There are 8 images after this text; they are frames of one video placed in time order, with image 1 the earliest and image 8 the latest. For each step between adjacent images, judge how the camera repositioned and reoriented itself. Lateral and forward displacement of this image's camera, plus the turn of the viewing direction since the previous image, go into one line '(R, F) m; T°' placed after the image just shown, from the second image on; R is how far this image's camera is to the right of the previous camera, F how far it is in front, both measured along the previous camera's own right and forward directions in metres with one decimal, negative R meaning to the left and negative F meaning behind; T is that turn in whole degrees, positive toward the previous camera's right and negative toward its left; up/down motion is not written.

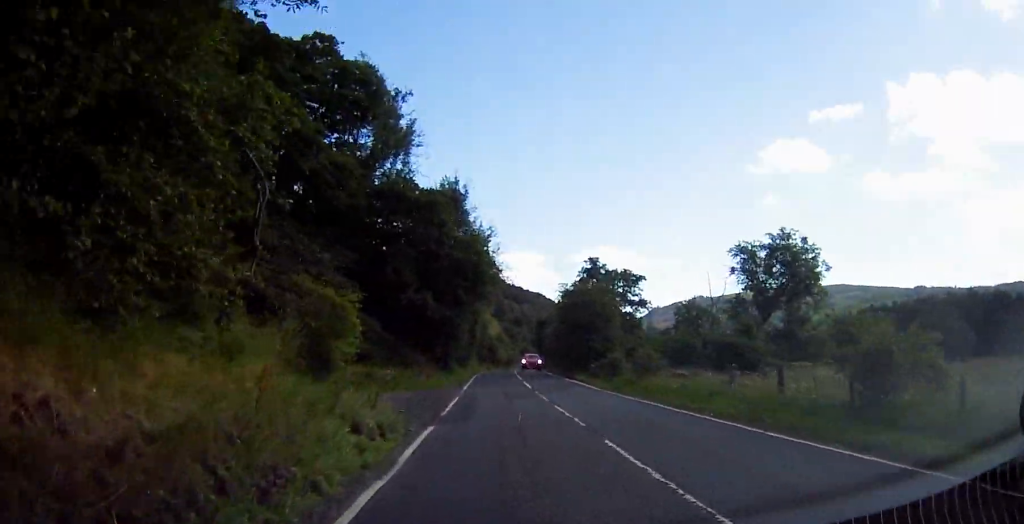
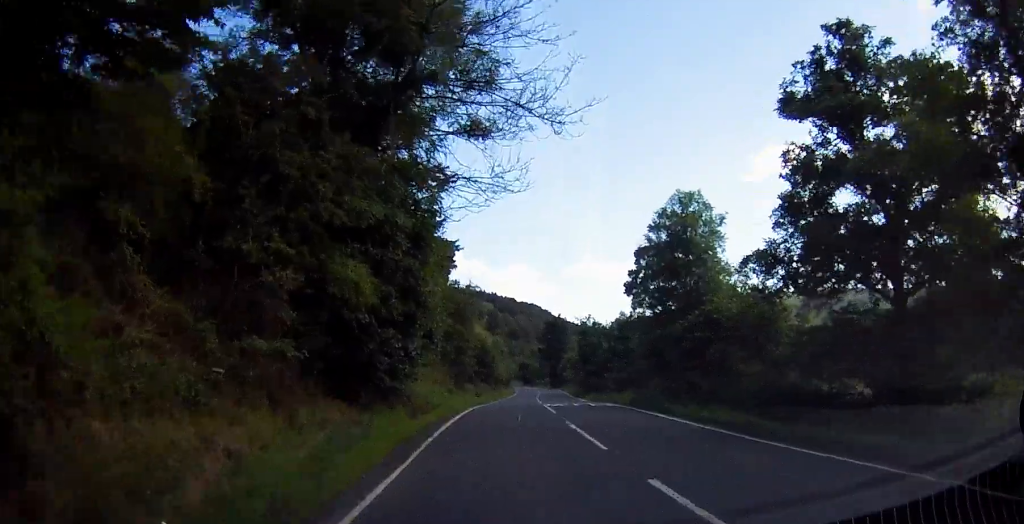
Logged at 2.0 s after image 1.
(-0.1, +41.4) m; +1°
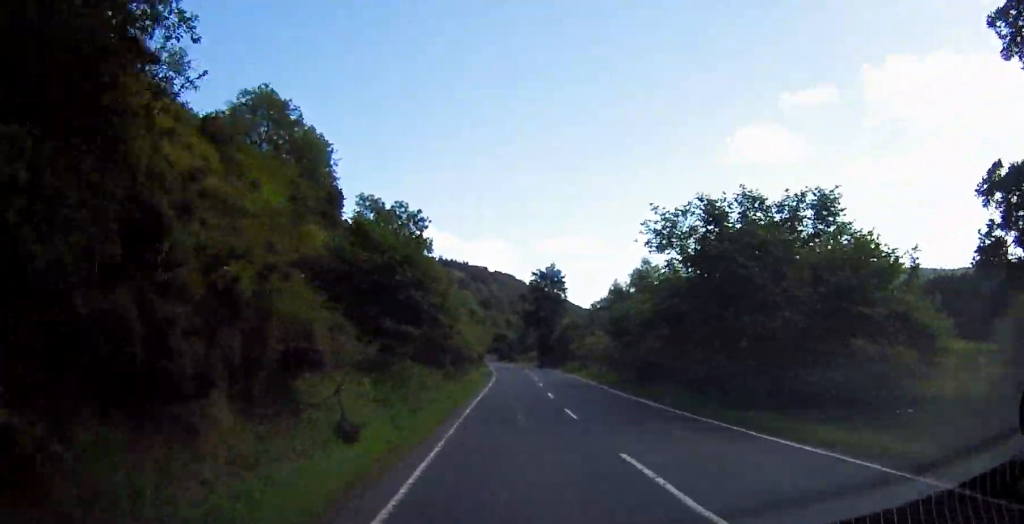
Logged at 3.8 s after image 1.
(-0.7, +34.6) m; -1°
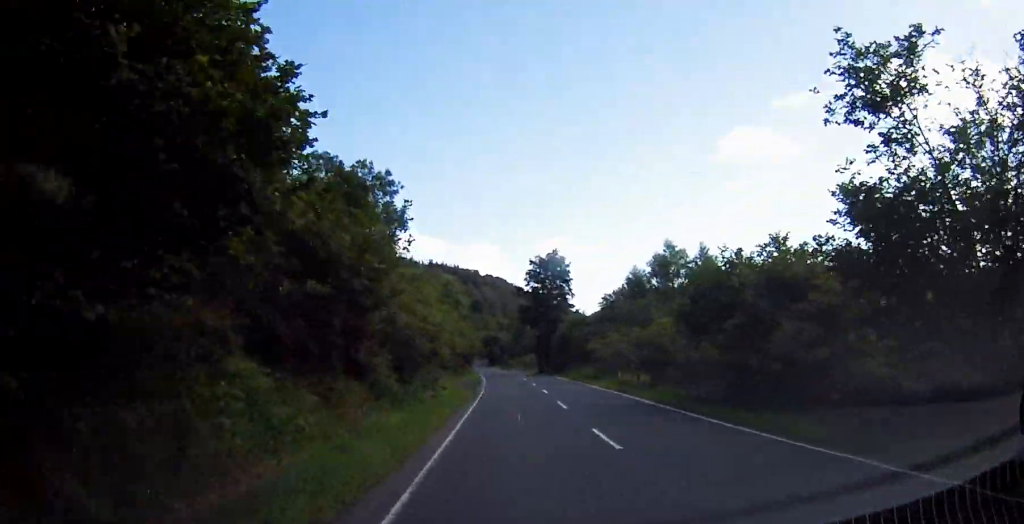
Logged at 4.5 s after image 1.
(+0.5, +14.6) m; +3°
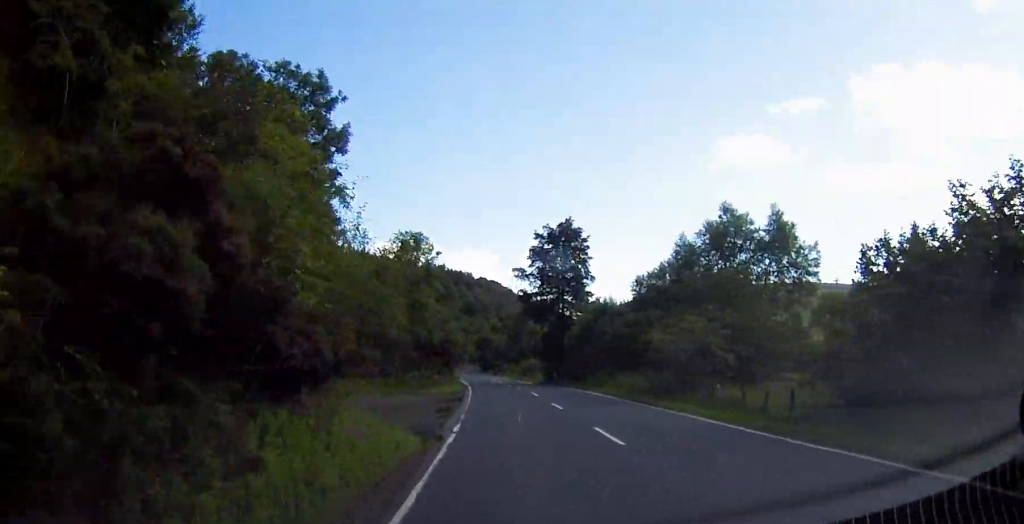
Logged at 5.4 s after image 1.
(+0.5, +17.8) m; +1°
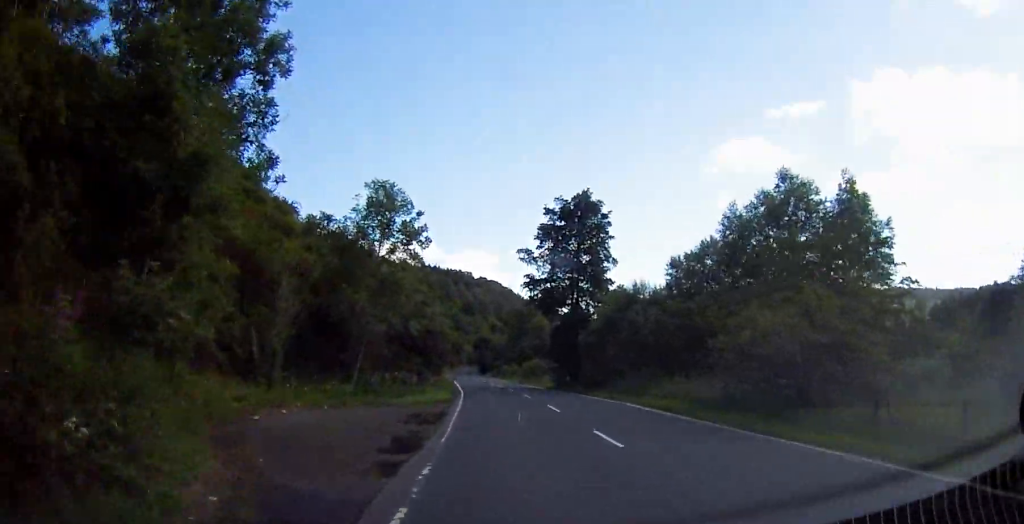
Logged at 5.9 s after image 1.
(+0.2, +9.5) m; 0°
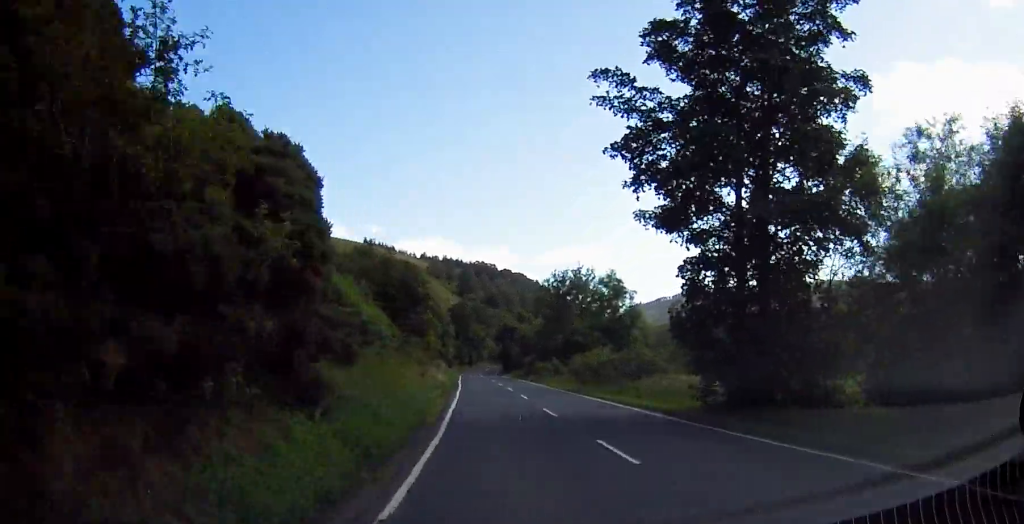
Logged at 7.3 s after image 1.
(-0.8, +29.3) m; -3°
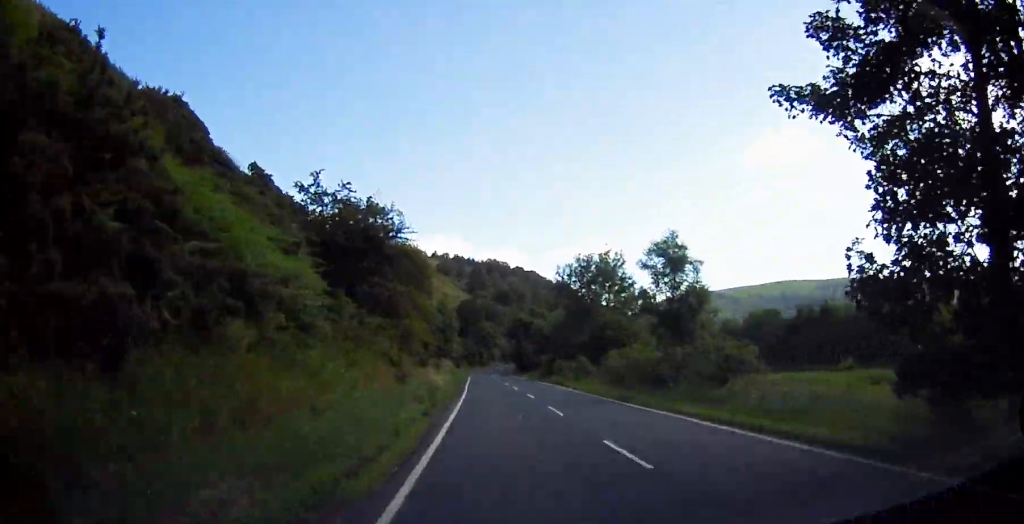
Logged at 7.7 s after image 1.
(+0.1, +9.7) m; -1°
